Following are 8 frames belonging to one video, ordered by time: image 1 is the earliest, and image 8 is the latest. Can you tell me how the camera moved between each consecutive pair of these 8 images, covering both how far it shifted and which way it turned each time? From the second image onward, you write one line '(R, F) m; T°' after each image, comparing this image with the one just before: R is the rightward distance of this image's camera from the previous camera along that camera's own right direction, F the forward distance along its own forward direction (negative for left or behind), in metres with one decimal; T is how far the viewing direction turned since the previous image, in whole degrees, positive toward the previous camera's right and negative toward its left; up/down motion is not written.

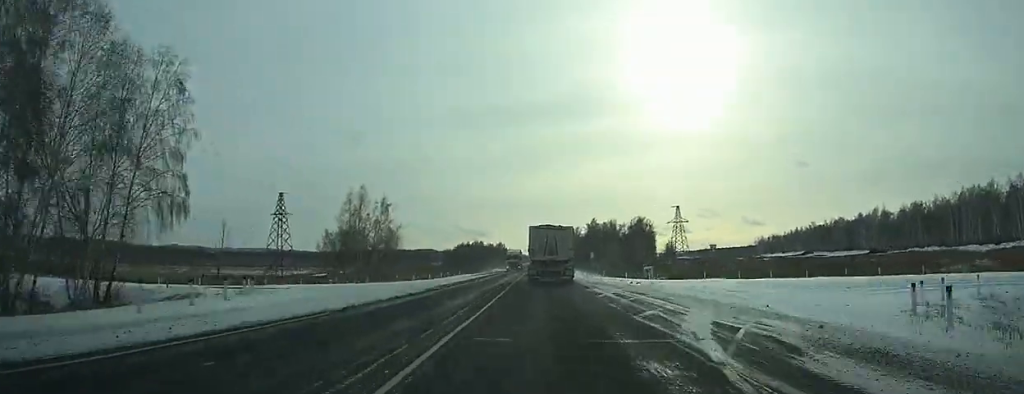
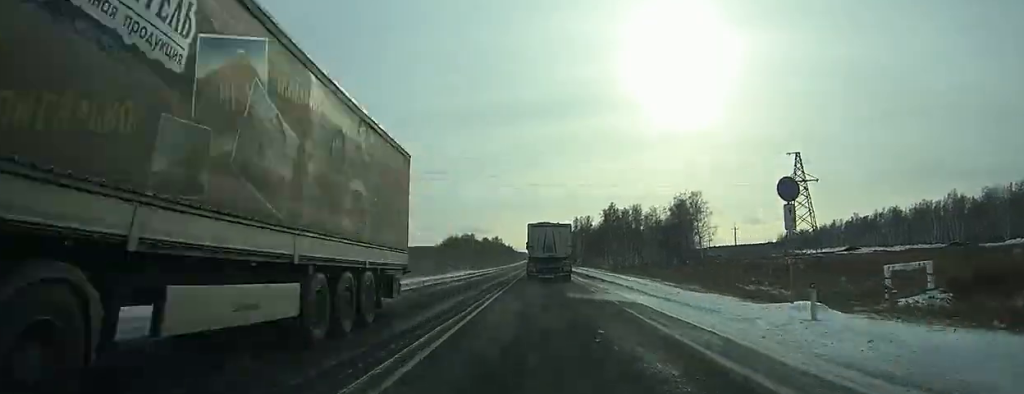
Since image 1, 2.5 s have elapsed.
(0.0, +57.4) m; 0°
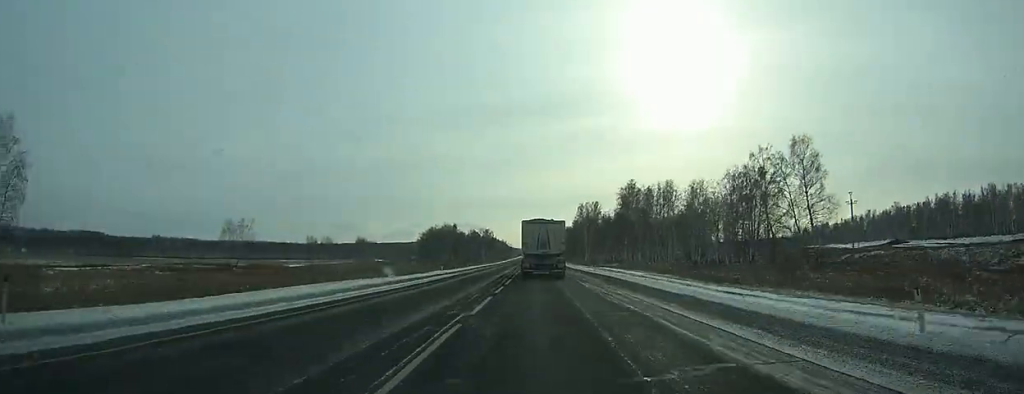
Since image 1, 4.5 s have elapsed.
(0.0, +47.4) m; 0°
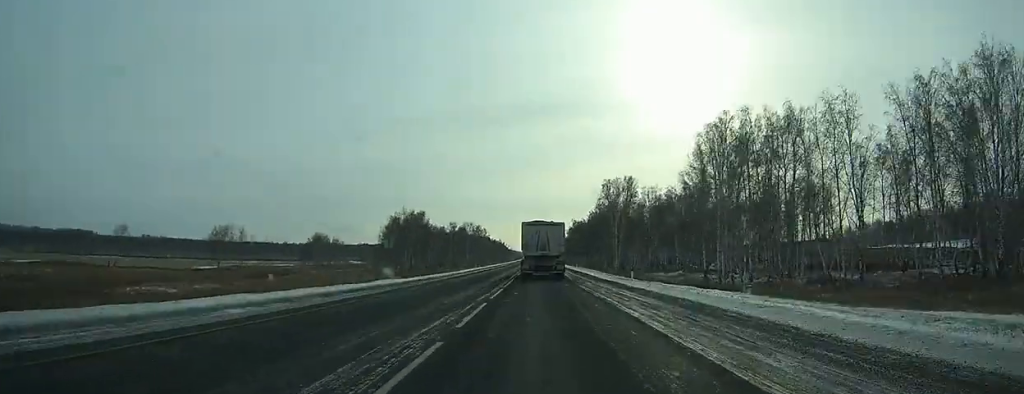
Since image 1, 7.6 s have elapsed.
(0.0, +75.0) m; 0°
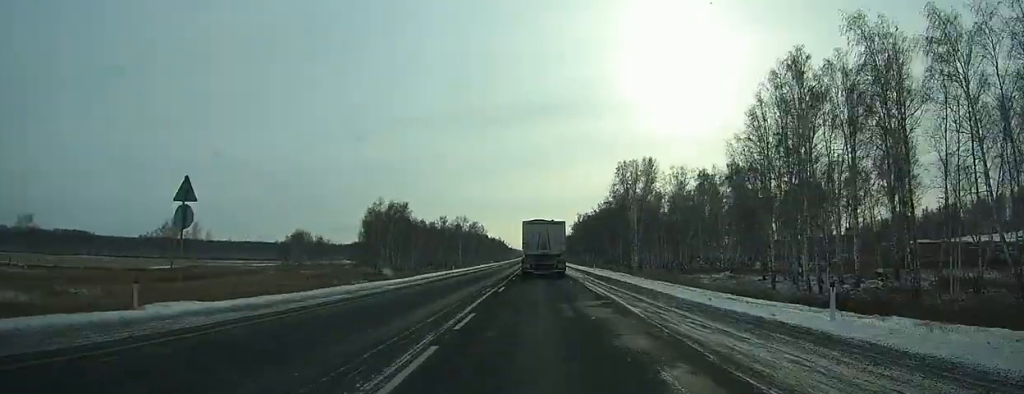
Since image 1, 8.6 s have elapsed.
(-0.1, +25.1) m; 0°
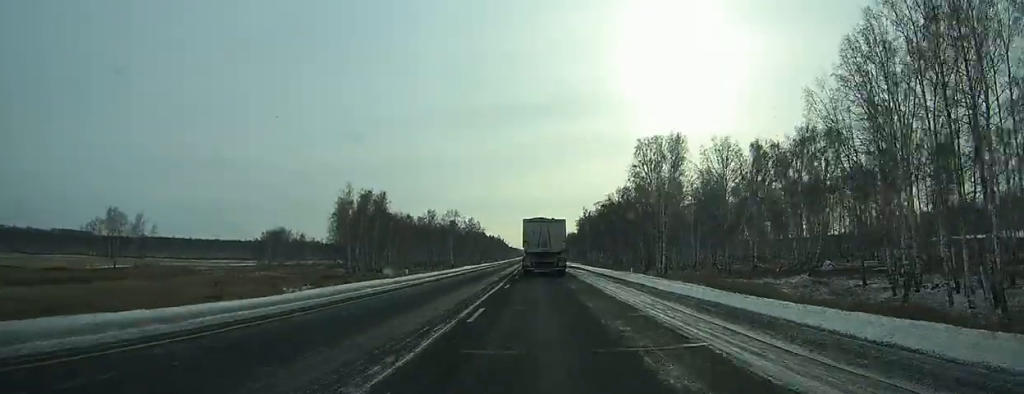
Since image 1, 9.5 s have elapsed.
(-0.1, +23.3) m; 0°
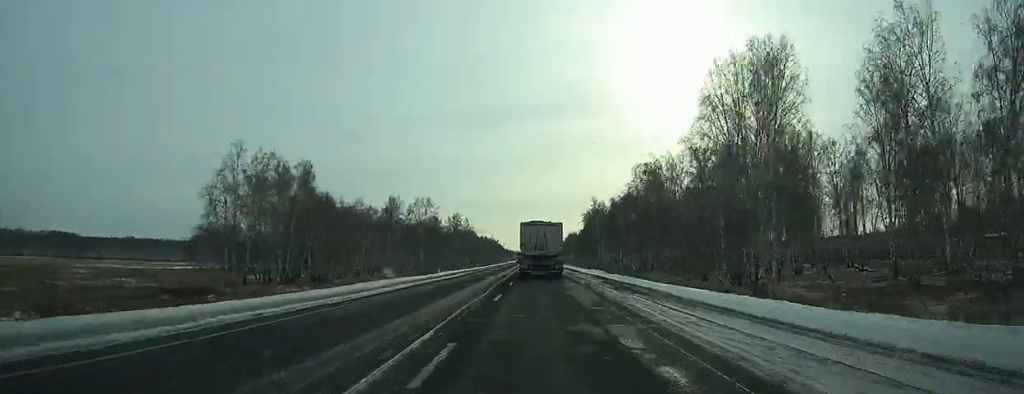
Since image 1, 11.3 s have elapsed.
(+0.2, +41.7) m; 0°
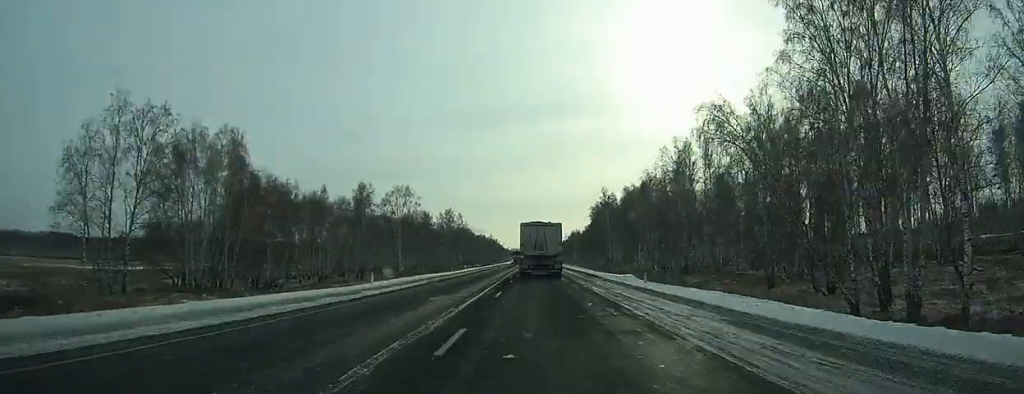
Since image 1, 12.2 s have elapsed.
(-0.1, +21.8) m; 0°
